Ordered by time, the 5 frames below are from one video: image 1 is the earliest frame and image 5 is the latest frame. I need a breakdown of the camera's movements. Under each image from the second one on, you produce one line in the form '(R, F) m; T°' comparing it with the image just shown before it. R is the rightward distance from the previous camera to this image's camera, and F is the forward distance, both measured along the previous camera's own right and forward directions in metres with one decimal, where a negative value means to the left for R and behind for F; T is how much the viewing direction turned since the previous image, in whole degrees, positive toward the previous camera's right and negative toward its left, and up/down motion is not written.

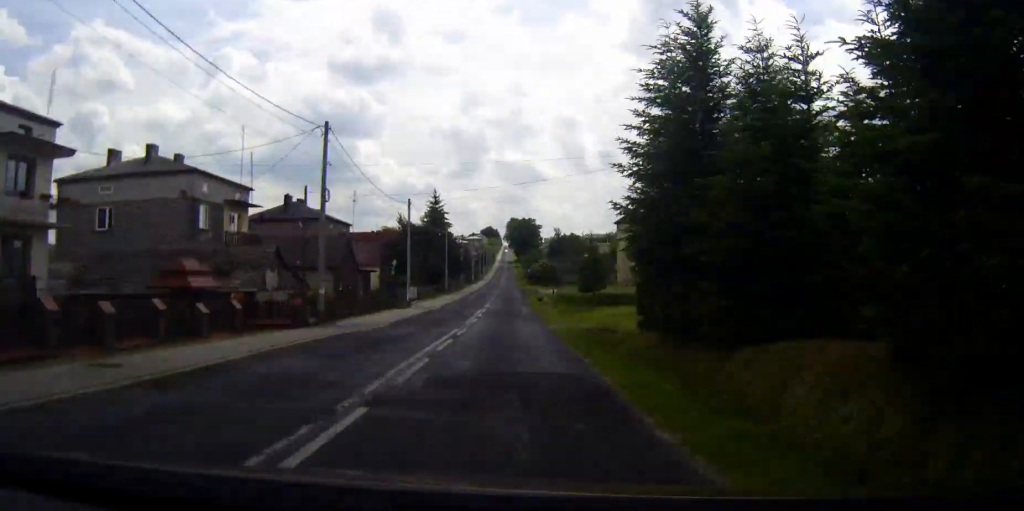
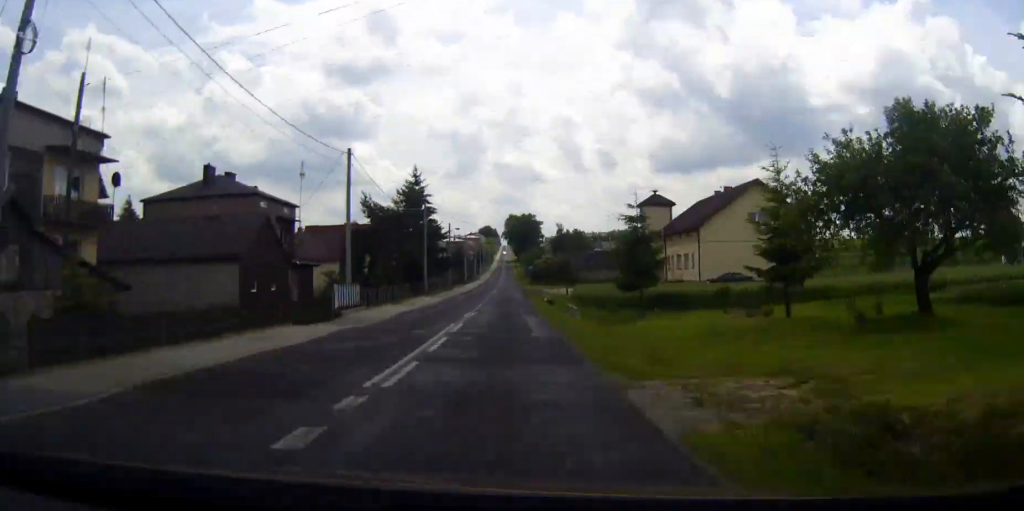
(0.0, +21.2) m; 0°
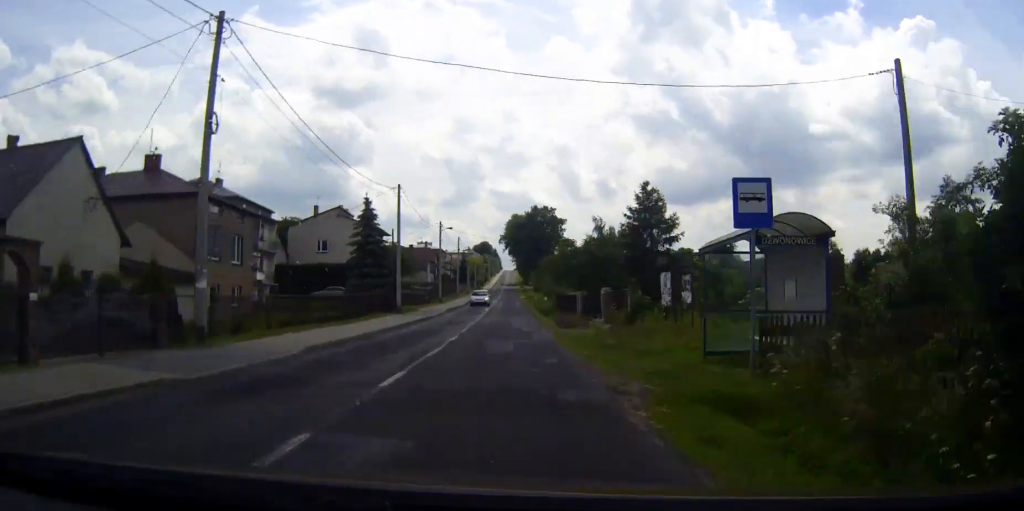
(-0.2, +113.9) m; 0°
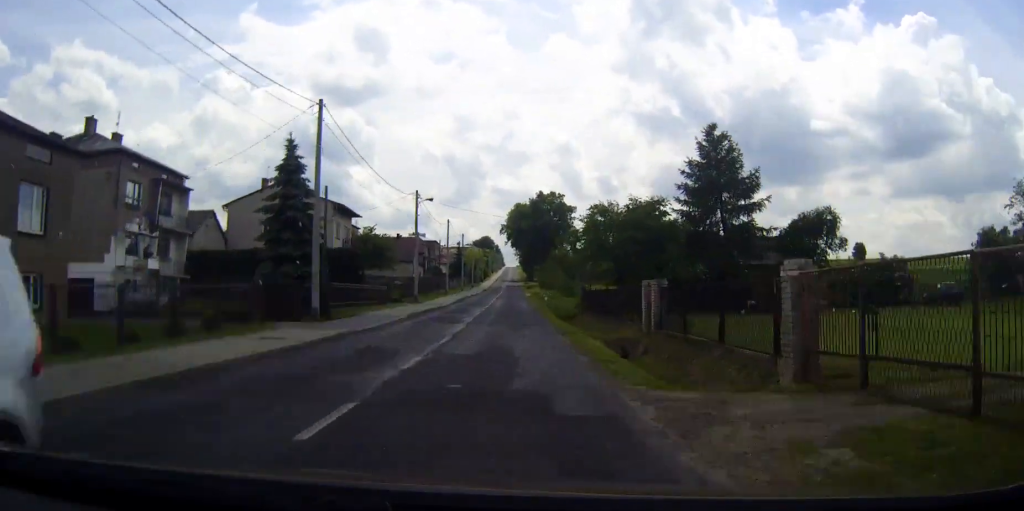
(0.0, +21.9) m; 0°
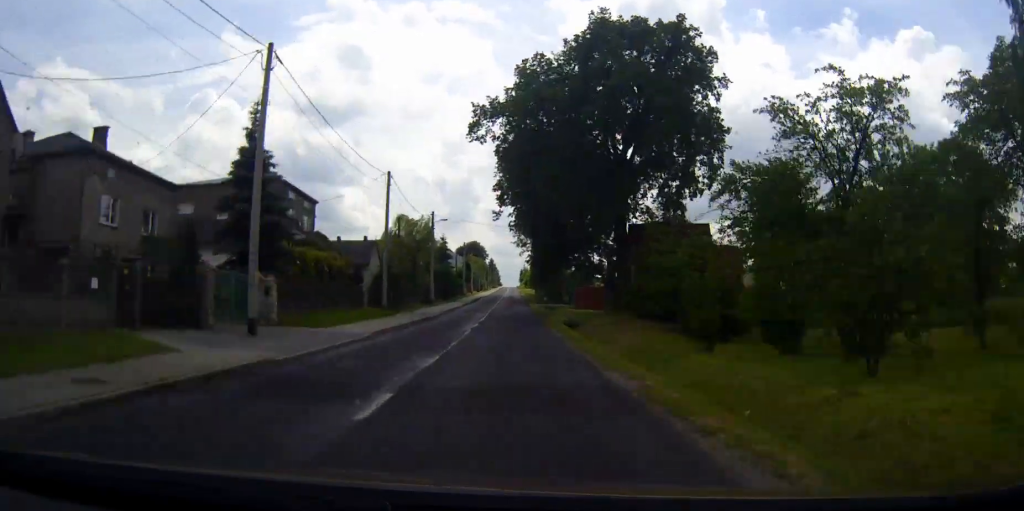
(0.0, +115.8) m; 0°
